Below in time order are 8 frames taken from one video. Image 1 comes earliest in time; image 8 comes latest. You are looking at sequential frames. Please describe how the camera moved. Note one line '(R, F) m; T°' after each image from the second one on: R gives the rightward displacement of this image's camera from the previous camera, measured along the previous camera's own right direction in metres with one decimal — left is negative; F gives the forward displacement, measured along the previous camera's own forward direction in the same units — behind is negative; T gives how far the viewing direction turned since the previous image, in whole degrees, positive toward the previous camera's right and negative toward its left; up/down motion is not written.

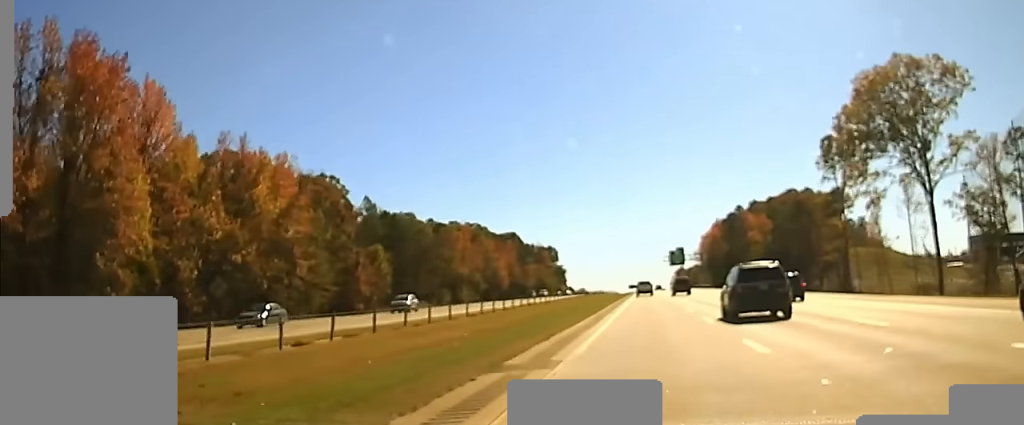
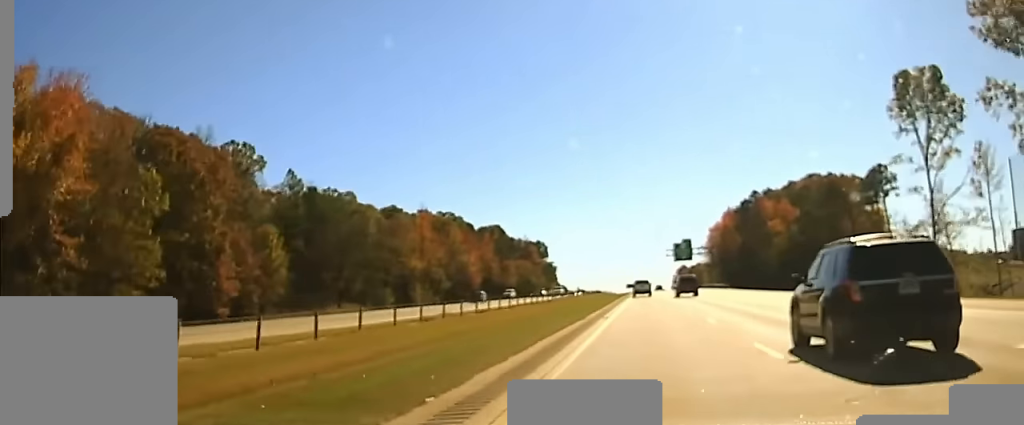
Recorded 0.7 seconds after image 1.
(0.0, +41.6) m; 0°
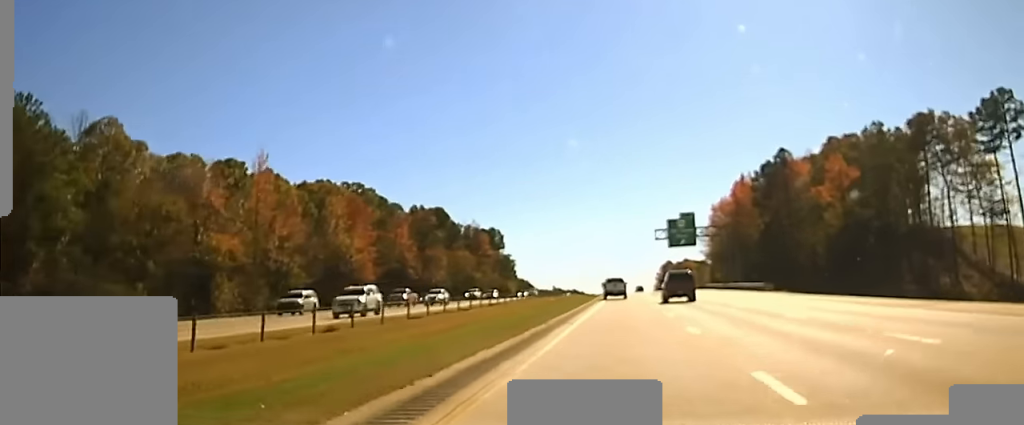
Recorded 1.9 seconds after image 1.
(0.0, +69.6) m; +1°
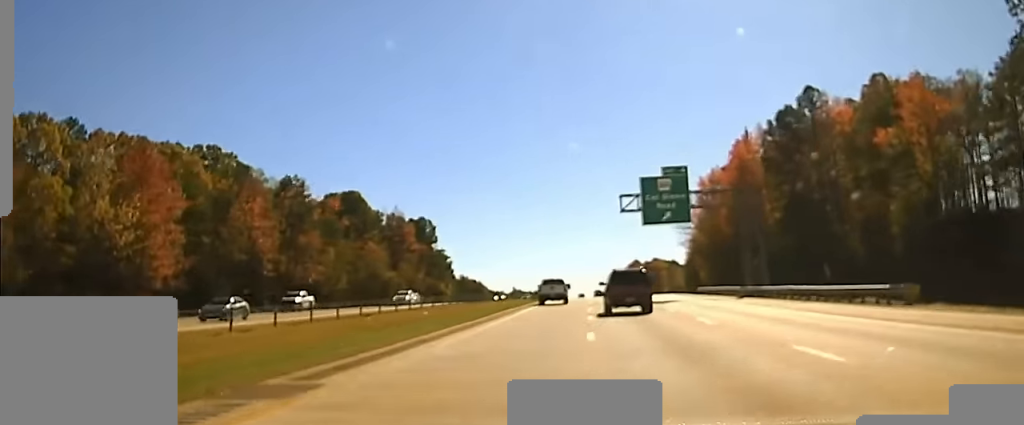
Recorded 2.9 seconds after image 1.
(+0.8, +51.9) m; +2°
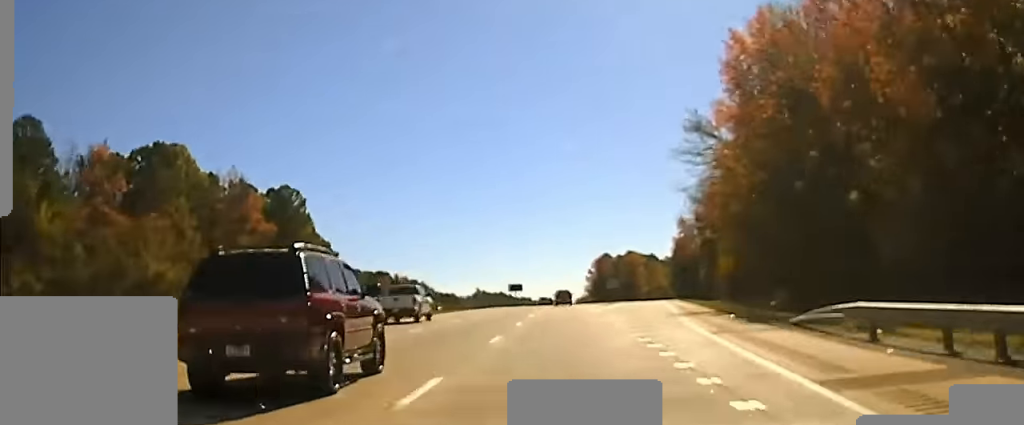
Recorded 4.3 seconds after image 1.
(+2.0, +77.2) m; +3°
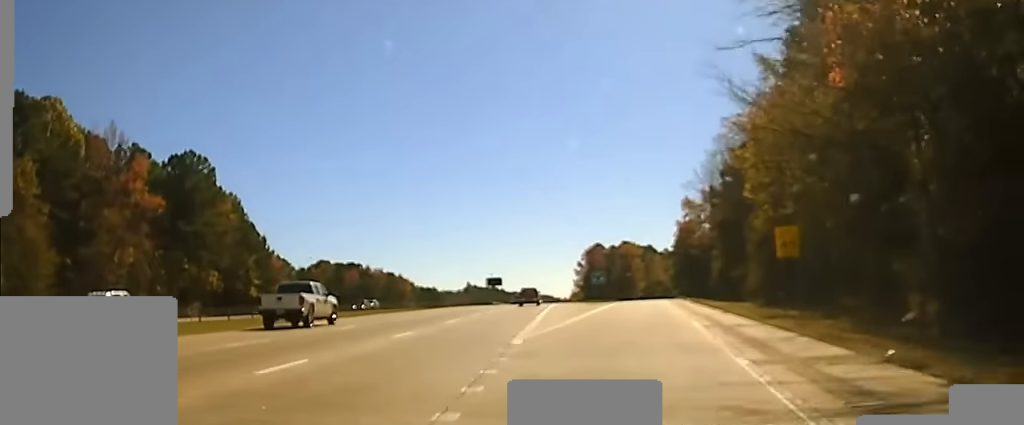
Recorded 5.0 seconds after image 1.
(+0.5, +33.9) m; +1°
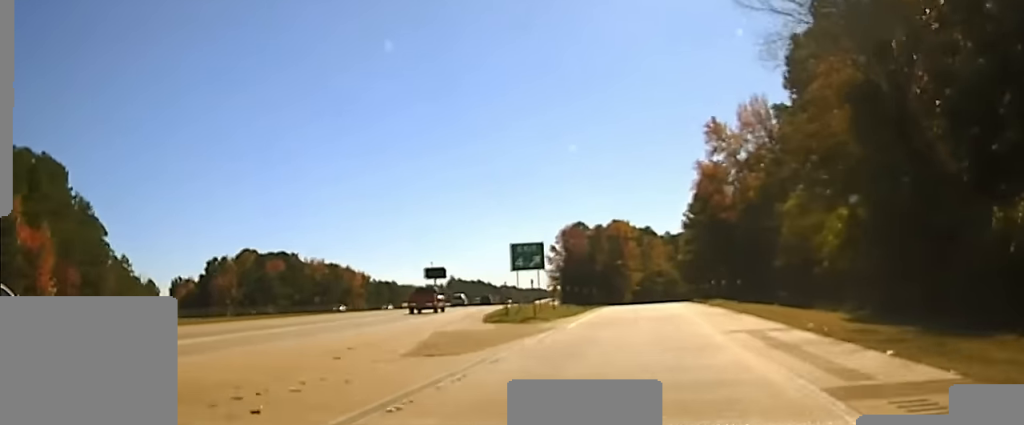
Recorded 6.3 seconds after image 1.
(+0.6, +65.4) m; +1°
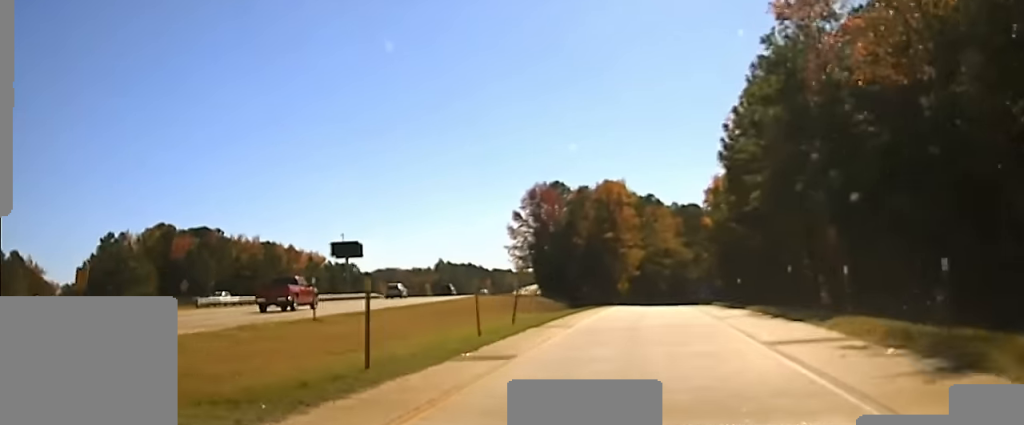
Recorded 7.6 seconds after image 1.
(0.0, +55.9) m; 0°
